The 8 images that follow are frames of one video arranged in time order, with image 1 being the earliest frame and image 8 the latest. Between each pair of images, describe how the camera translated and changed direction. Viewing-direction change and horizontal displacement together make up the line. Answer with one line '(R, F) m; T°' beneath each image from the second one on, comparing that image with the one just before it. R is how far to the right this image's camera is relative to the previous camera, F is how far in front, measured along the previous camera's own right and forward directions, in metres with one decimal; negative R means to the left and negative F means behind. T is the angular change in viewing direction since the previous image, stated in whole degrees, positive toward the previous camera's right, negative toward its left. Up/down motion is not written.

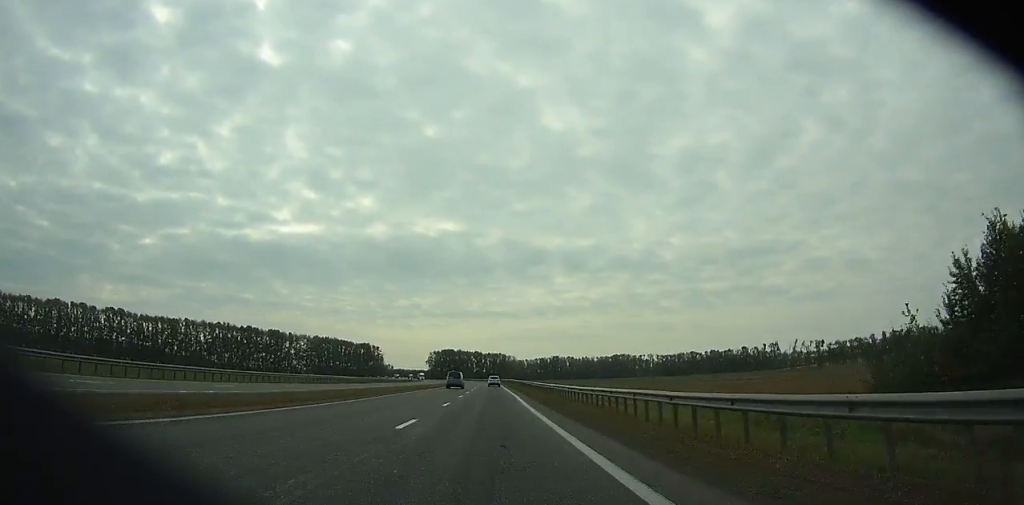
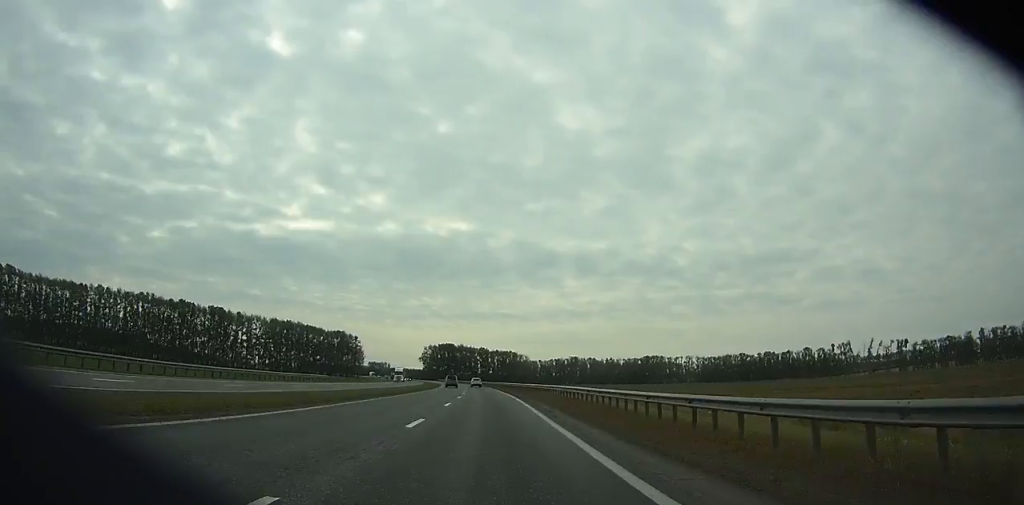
(-0.1, +94.6) m; -1°
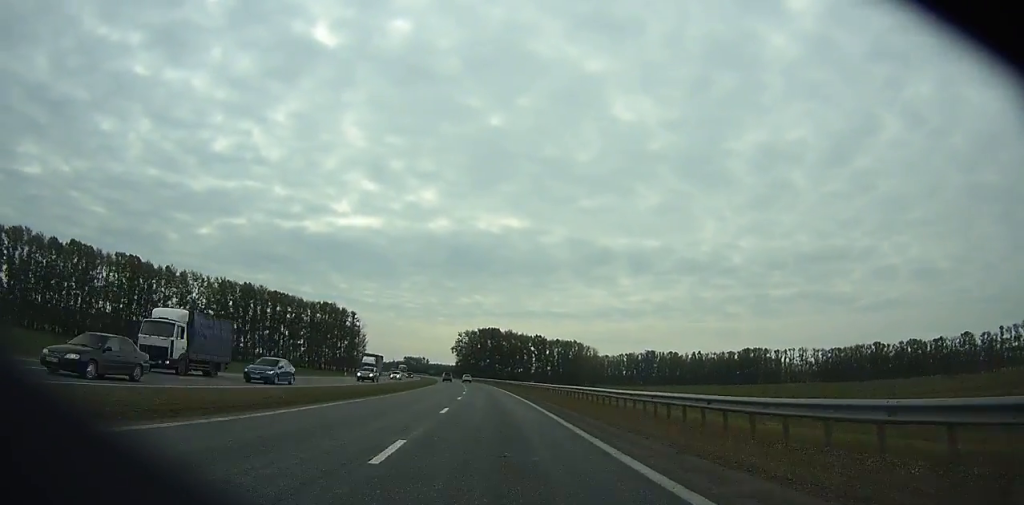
(-2.7, +114.4) m; -3°
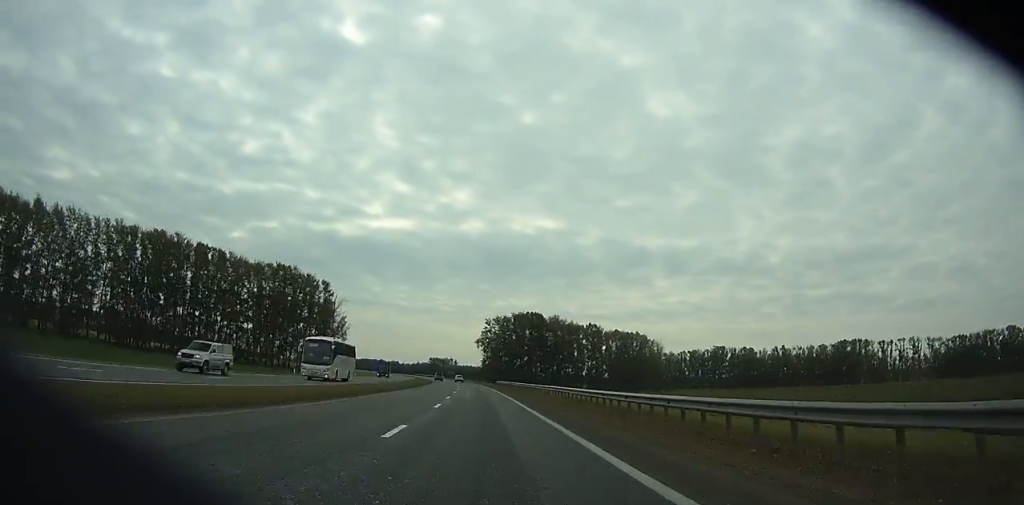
(-2.3, +80.5) m; -3°
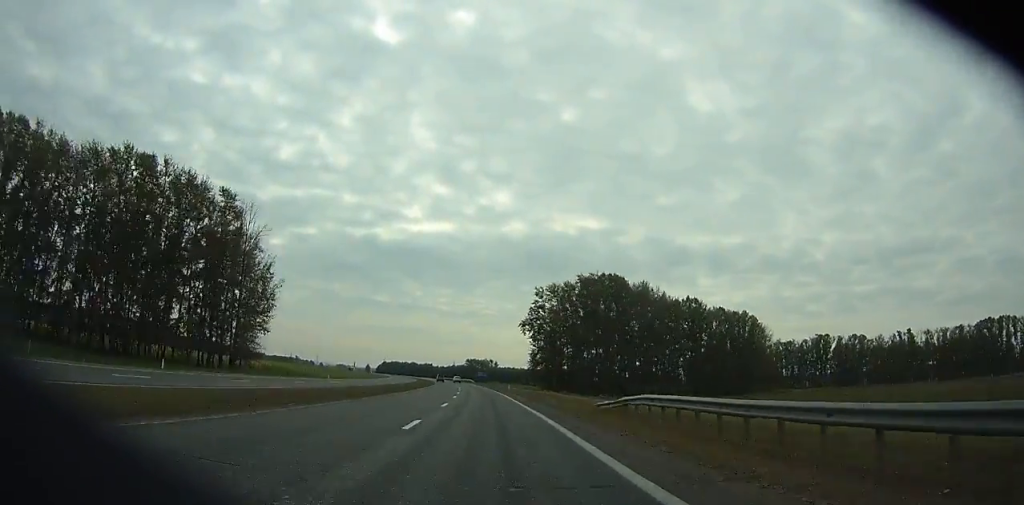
(-2.5, +80.9) m; -4°
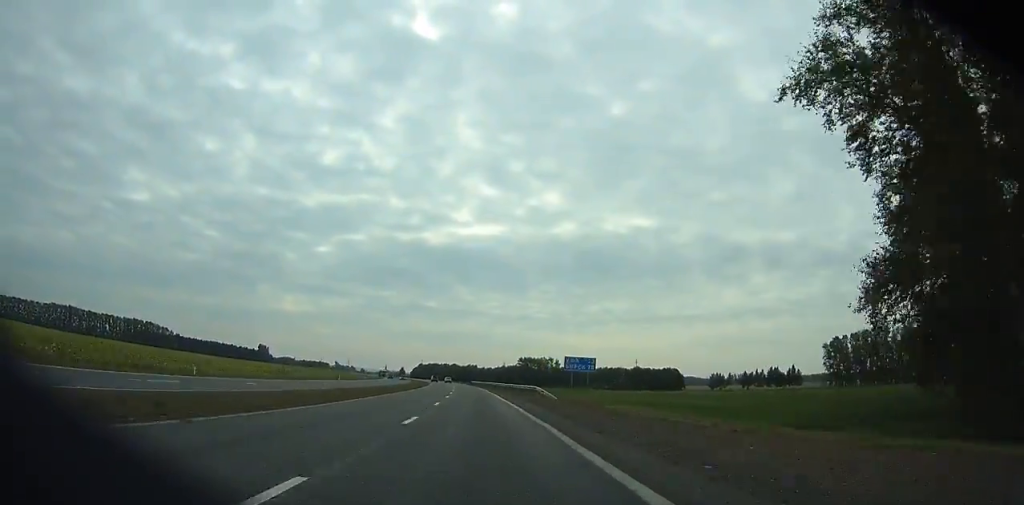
(-5.6, +118.8) m; -6°
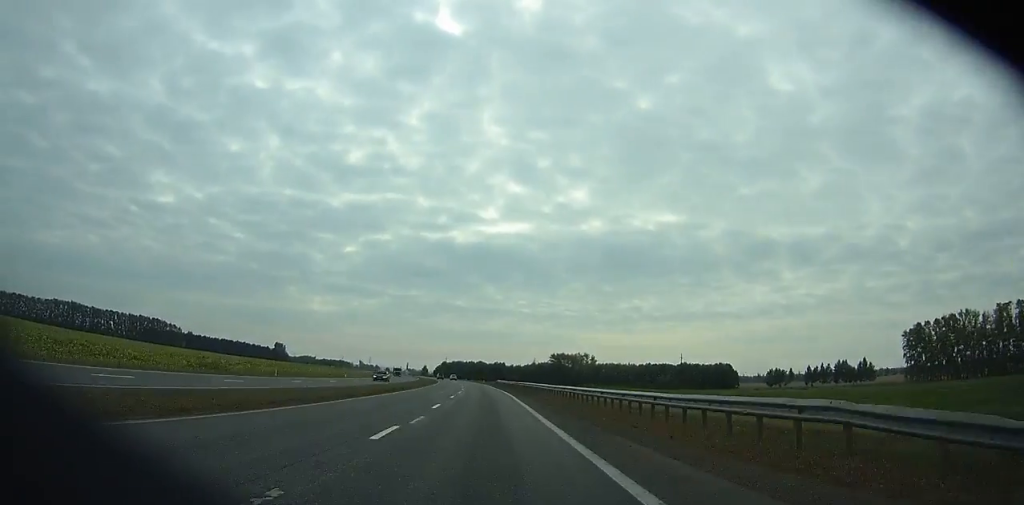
(-0.9, +40.6) m; -2°
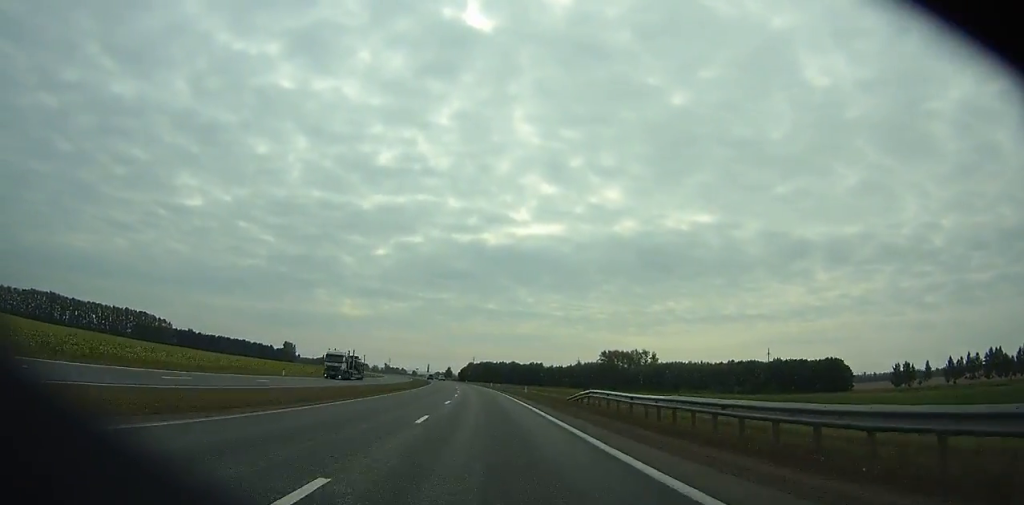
(-2.6, +79.1) m; -4°
